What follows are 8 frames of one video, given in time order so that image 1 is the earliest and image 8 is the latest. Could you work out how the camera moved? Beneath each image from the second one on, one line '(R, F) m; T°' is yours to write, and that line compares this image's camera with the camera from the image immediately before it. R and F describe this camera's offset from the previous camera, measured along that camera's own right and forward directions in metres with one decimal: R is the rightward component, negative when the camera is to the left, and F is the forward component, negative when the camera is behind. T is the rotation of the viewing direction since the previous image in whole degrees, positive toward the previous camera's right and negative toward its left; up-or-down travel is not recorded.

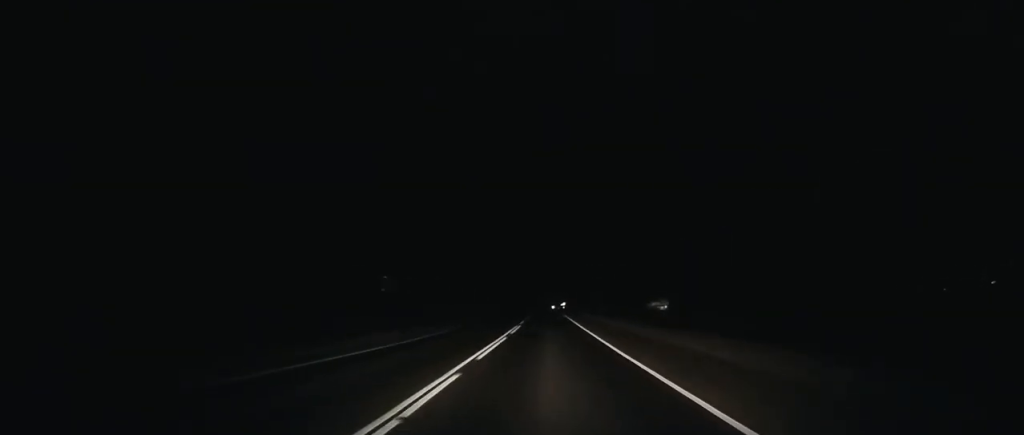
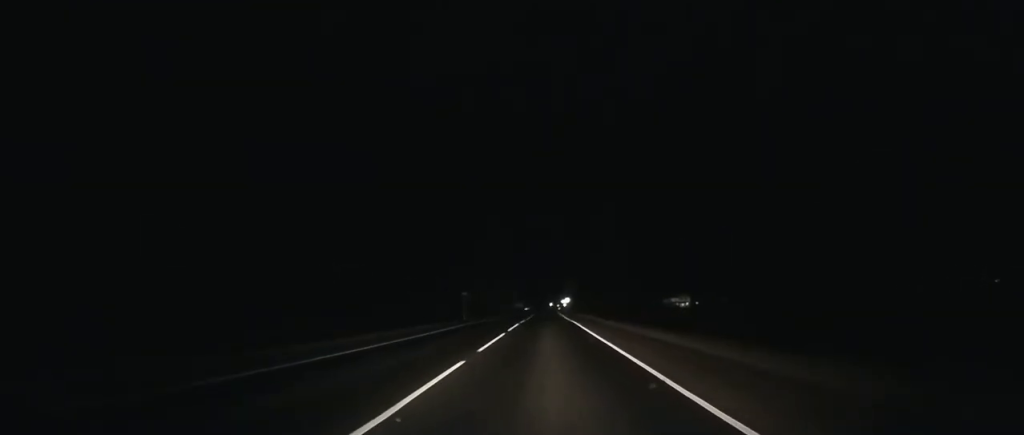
(+0.2, +68.7) m; +1°
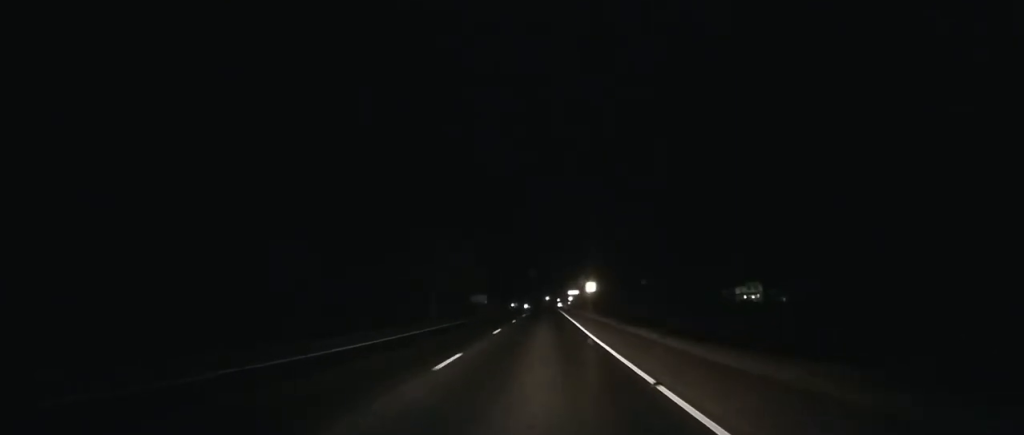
(+0.4, +120.0) m; 0°
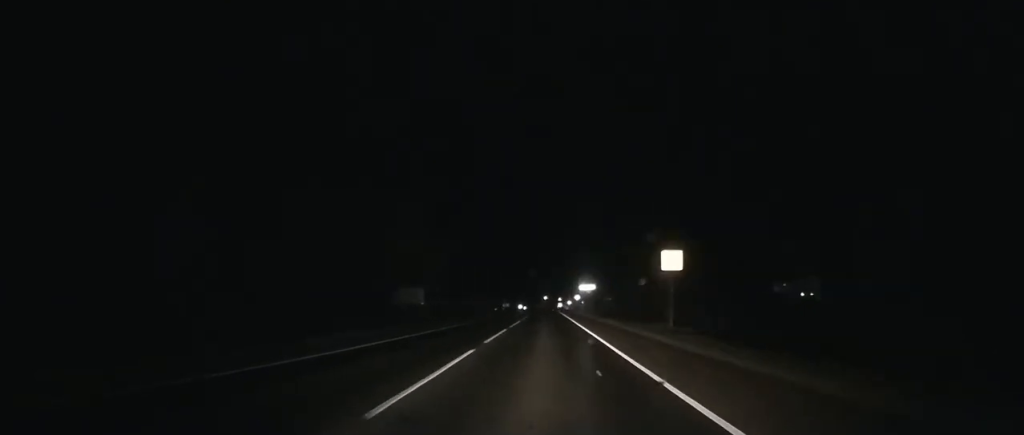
(-0.2, +53.4) m; 0°
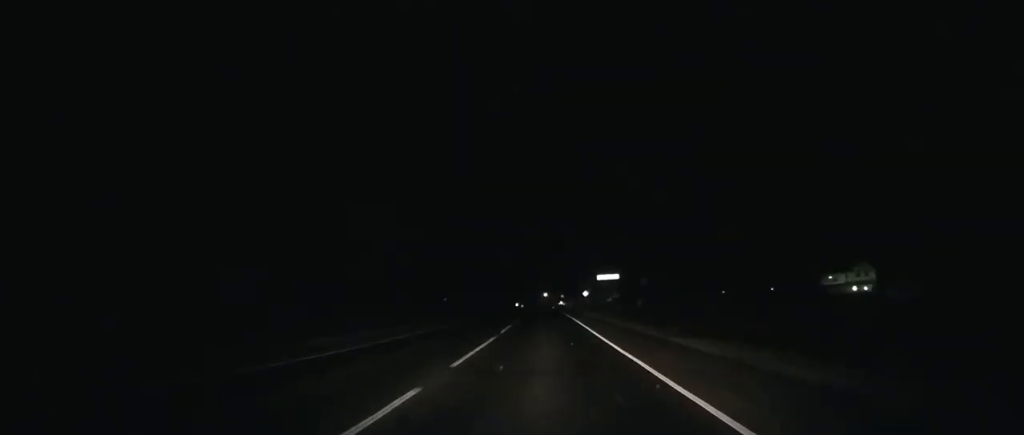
(0.0, +33.6) m; 0°
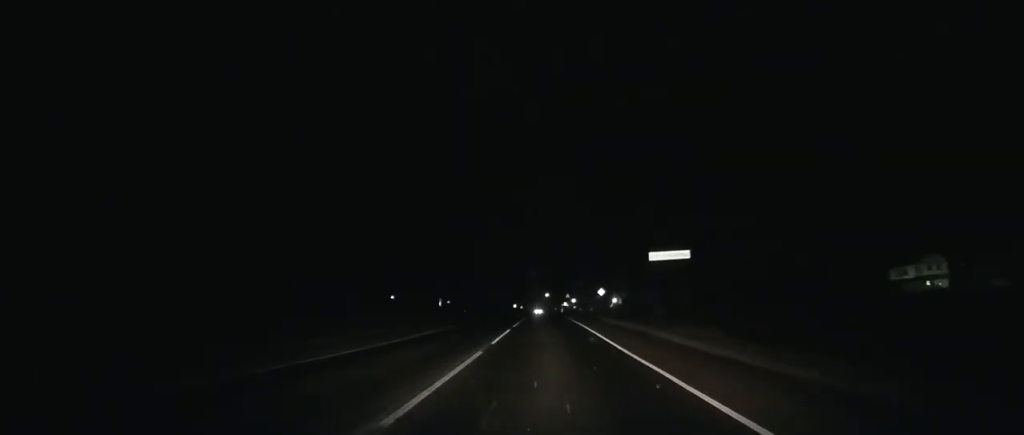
(0.0, +31.3) m; 0°
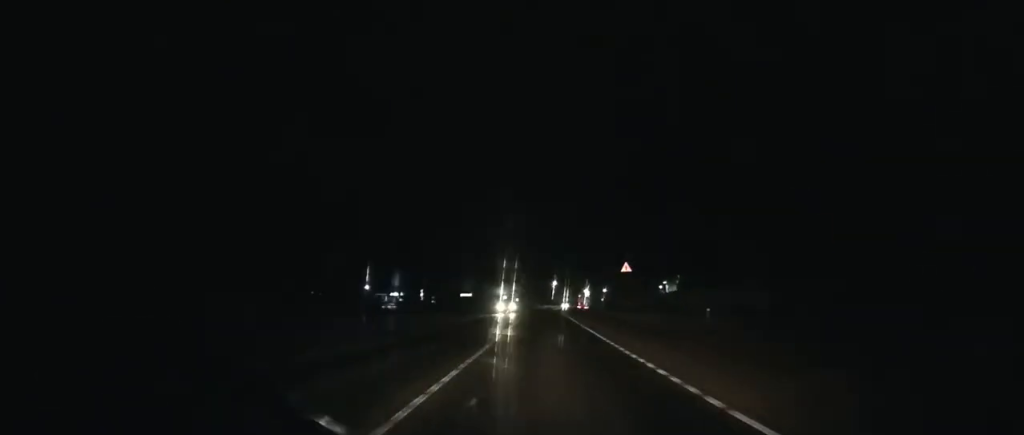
(-0.6, +90.3) m; -1°
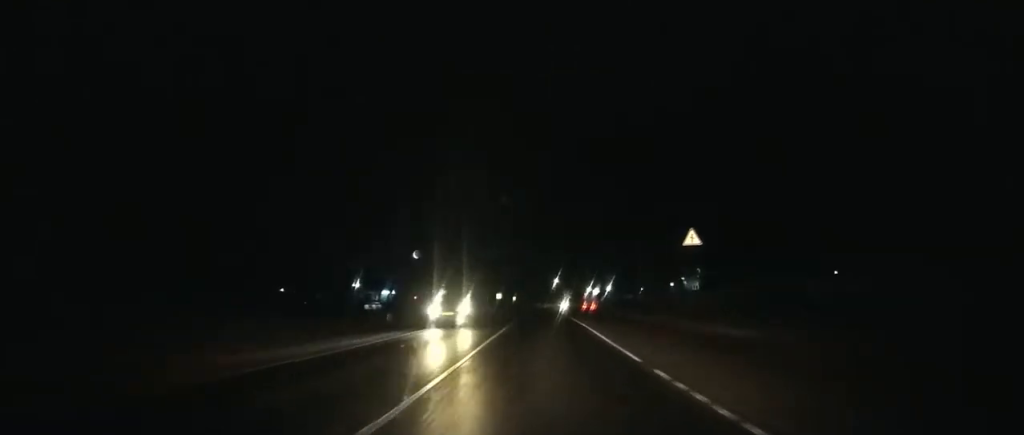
(0.0, +20.4) m; 0°
